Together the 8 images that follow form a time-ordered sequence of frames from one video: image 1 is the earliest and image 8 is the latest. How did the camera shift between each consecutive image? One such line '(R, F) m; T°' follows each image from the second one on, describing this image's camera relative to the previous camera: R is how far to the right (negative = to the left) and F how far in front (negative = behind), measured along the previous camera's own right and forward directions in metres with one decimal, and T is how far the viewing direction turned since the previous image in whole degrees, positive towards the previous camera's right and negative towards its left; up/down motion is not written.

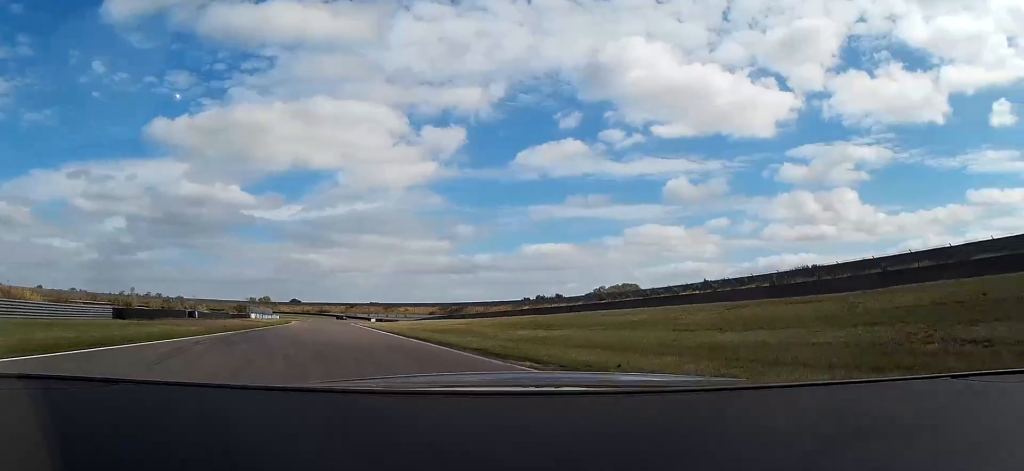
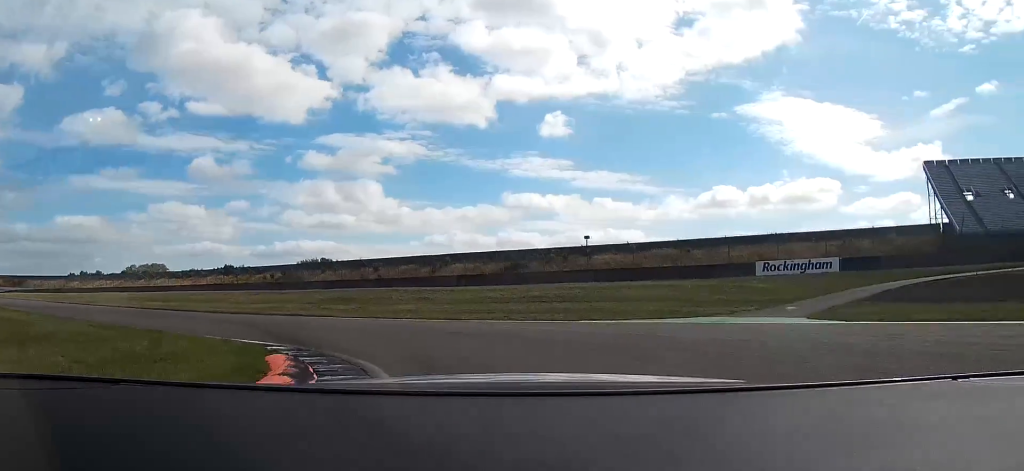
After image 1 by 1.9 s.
(+9.8, +30.0) m; +43°
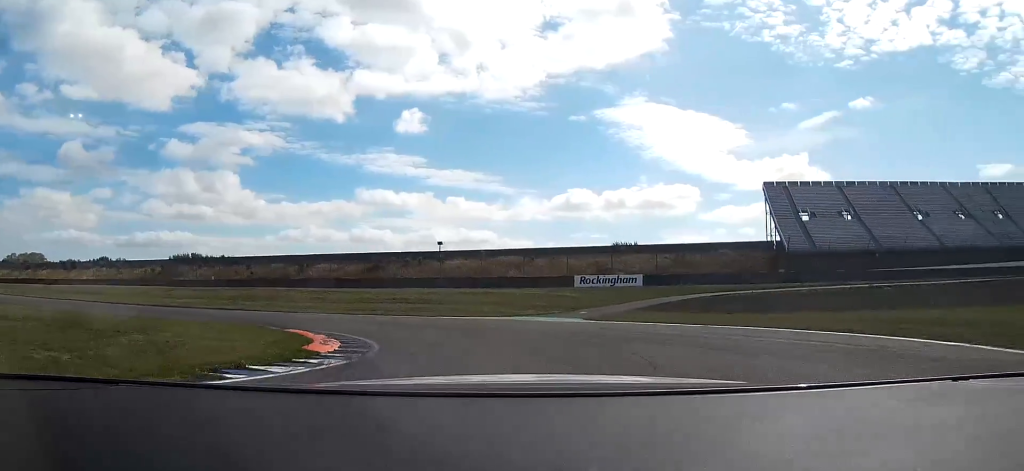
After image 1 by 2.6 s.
(+1.2, +10.8) m; +16°
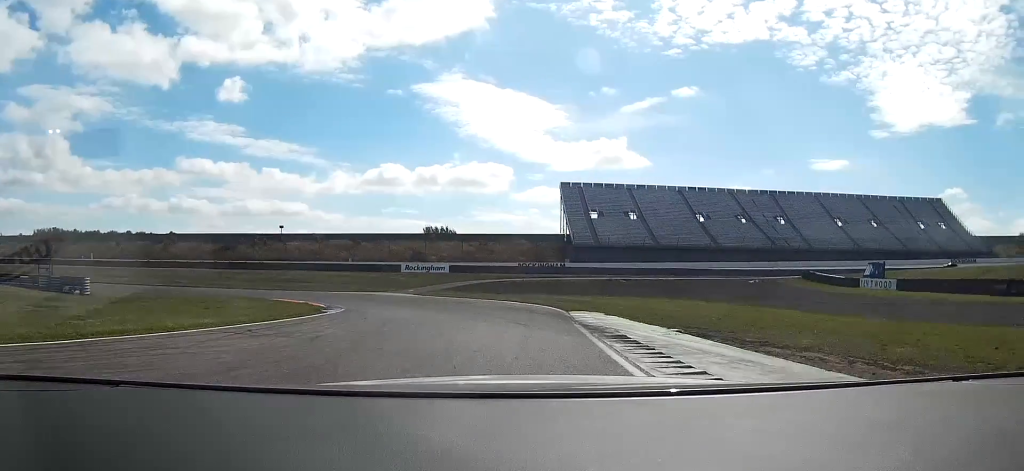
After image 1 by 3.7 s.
(+3.8, +21.0) m; +15°
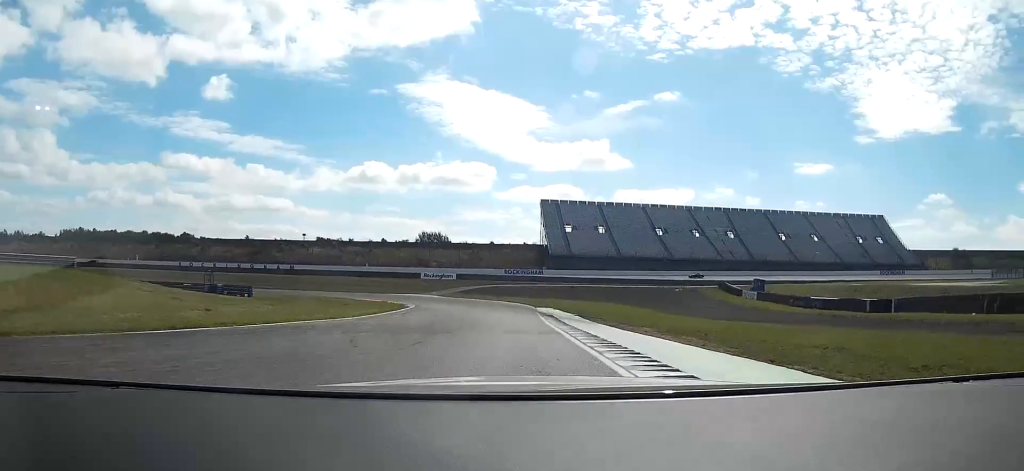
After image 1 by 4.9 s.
(+2.4, +25.3) m; +8°
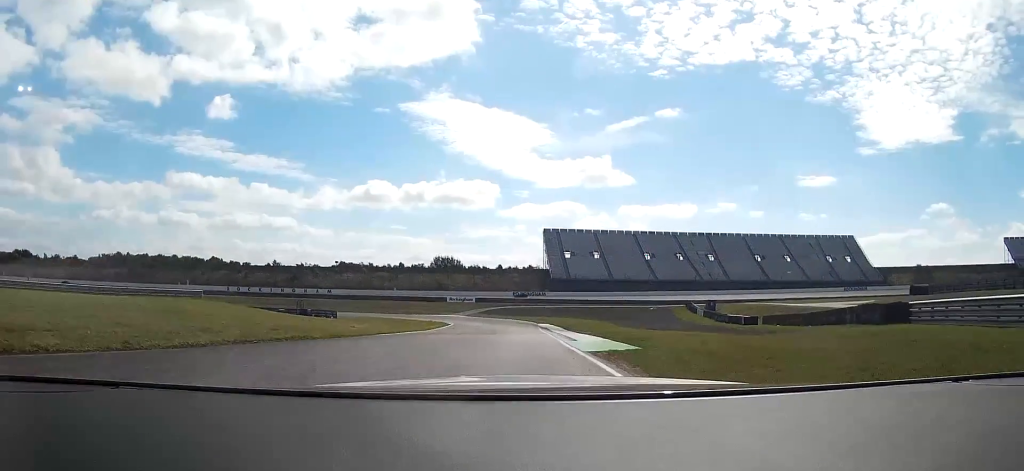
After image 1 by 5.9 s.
(+1.0, +24.1) m; +4°
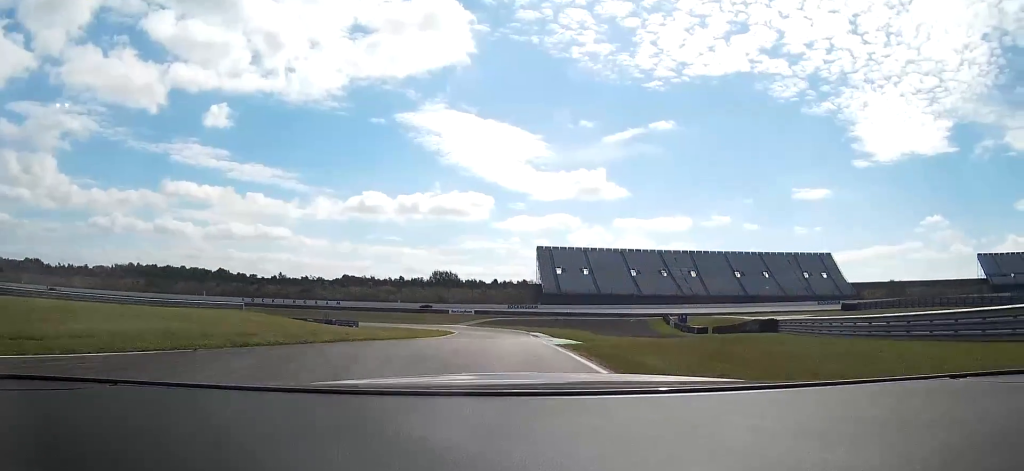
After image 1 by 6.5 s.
(+0.2, +15.5) m; +1°
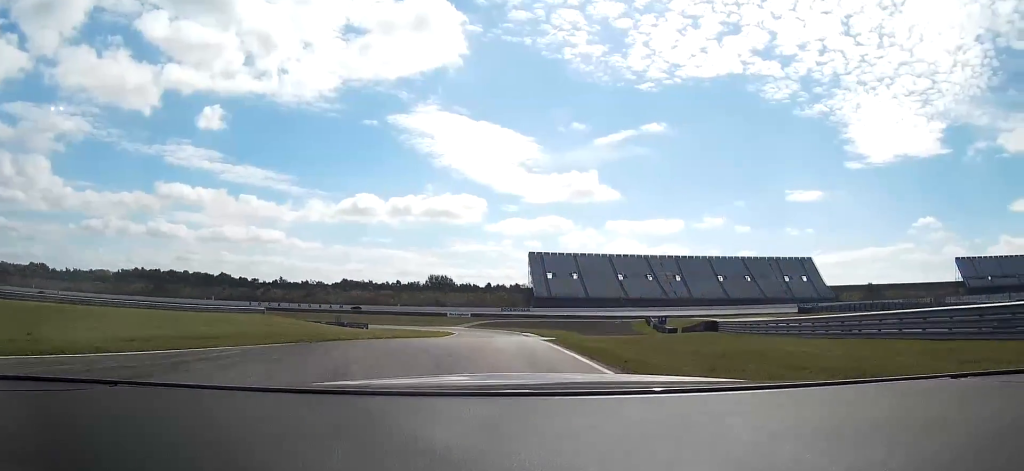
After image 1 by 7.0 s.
(+0.2, +12.9) m; +2°
